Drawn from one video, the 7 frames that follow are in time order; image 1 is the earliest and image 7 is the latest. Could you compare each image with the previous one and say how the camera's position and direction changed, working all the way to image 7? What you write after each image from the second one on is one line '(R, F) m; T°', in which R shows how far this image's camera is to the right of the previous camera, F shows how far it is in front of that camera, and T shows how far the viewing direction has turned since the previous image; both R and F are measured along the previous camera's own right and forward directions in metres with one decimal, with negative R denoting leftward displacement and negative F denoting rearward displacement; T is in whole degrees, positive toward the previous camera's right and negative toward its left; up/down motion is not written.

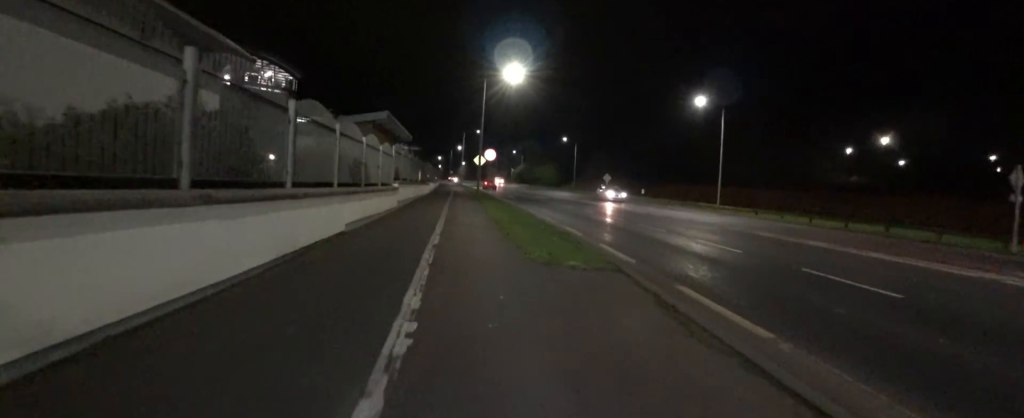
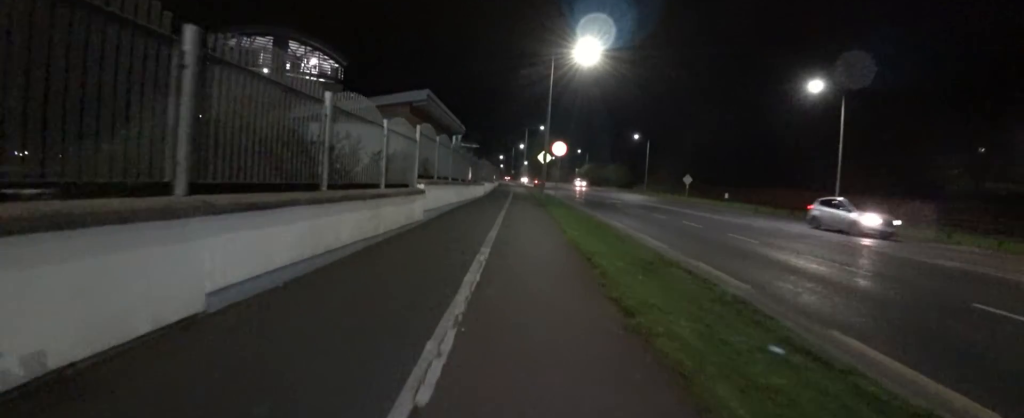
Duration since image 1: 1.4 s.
(-1.7, +5.6) m; -17°
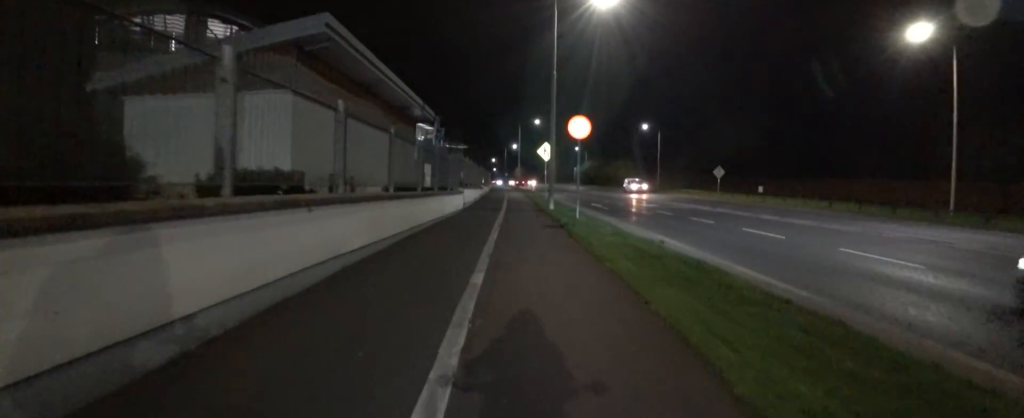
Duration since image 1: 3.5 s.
(+1.0, +9.6) m; +8°
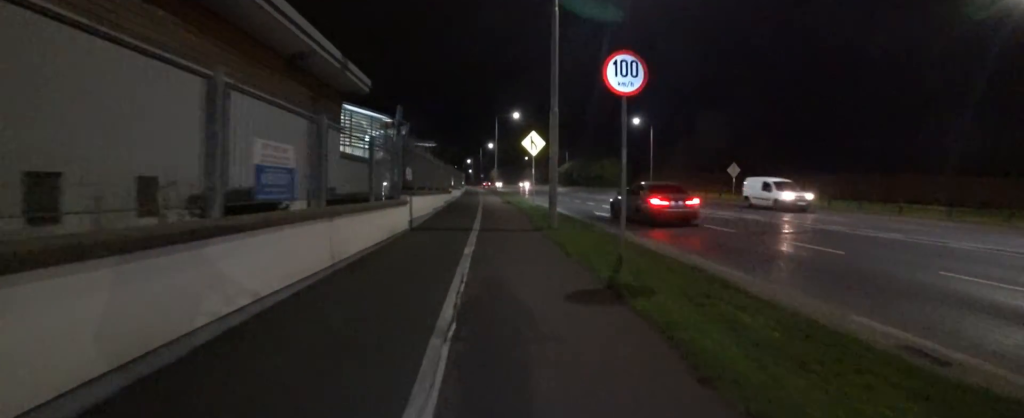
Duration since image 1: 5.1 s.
(0.0, +7.5) m; 0°
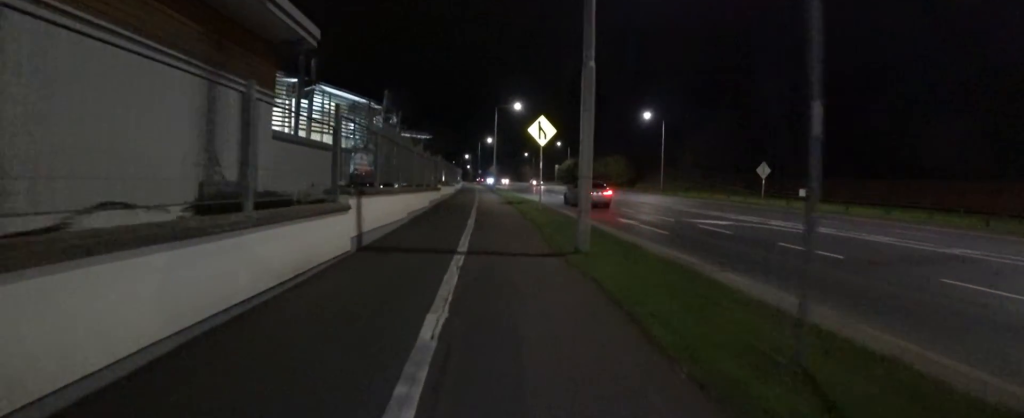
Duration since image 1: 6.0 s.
(0.0, +4.4) m; 0°
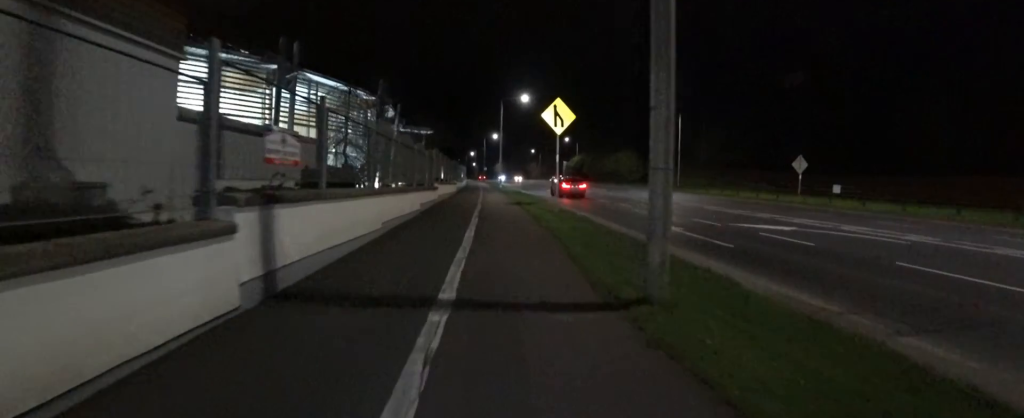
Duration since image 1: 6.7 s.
(0.0, +3.2) m; 0°
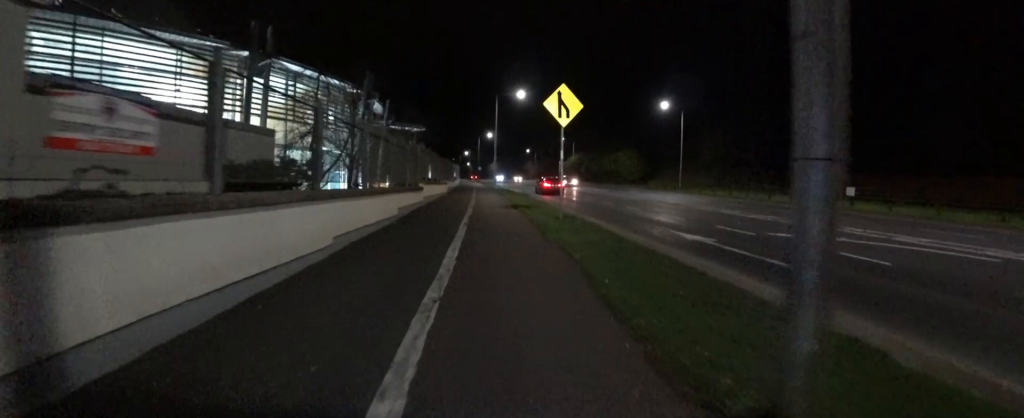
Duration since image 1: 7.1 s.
(0.0, +2.2) m; -3°
